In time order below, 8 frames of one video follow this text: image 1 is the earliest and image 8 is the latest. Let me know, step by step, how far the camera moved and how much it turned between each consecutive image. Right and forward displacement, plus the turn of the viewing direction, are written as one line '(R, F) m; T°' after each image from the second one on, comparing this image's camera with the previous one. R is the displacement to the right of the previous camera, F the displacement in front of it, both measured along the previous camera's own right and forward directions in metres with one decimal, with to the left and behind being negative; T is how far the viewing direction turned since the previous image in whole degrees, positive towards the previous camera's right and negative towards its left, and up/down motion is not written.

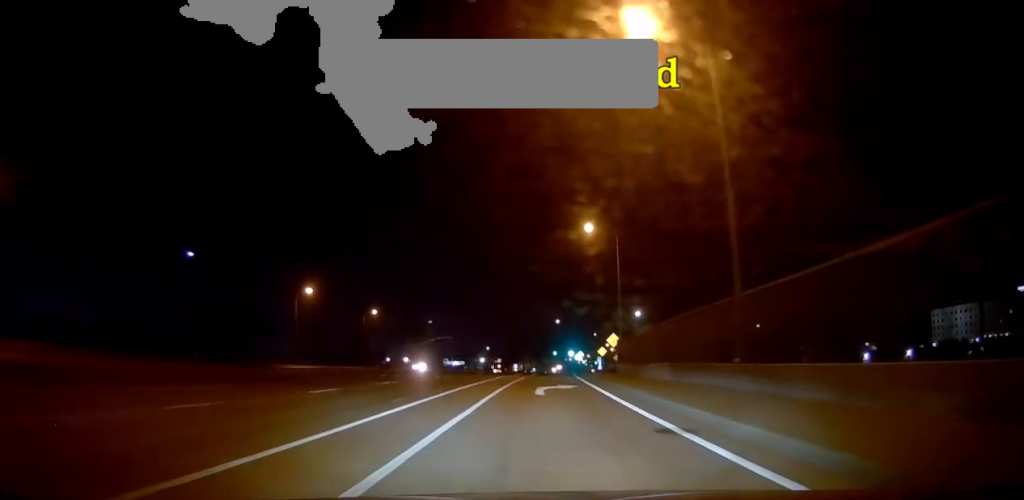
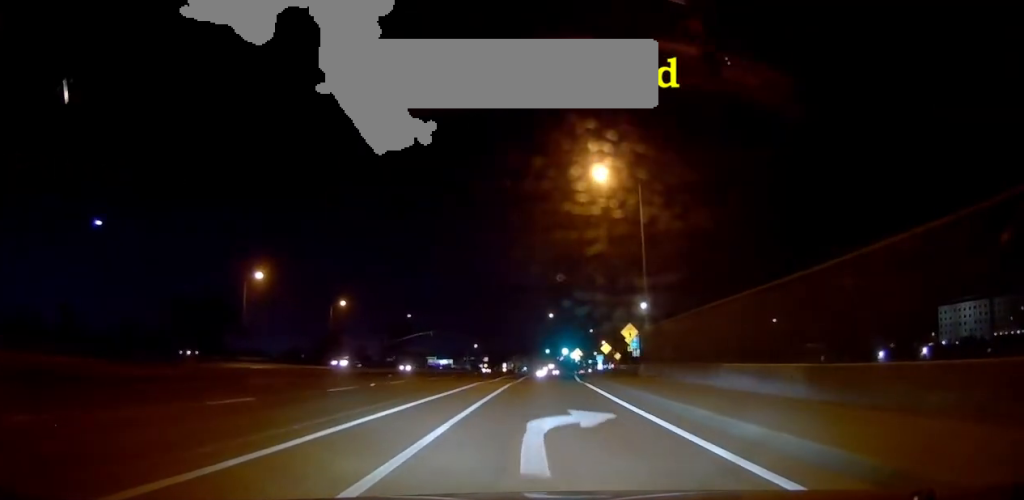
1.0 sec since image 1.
(+0.1, +13.2) m; +1°
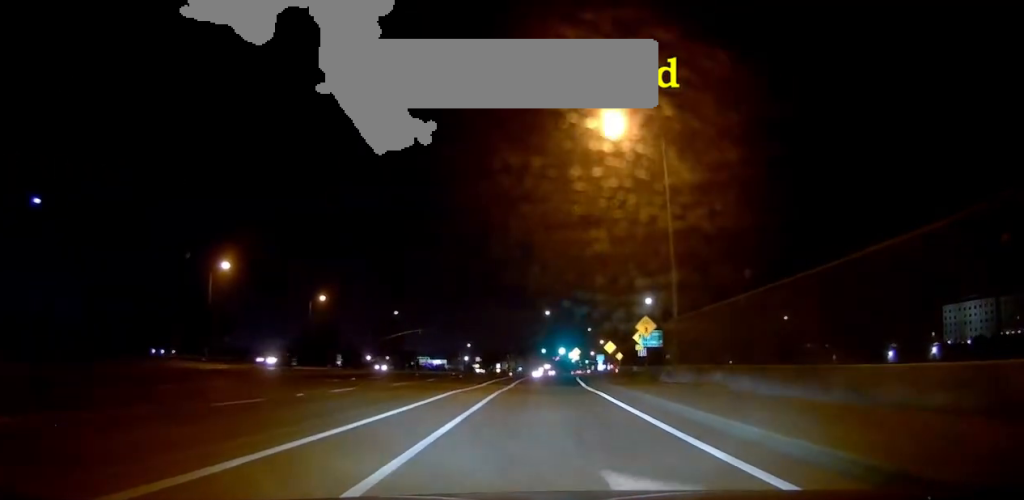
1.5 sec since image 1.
(+0.3, +7.2) m; 0°
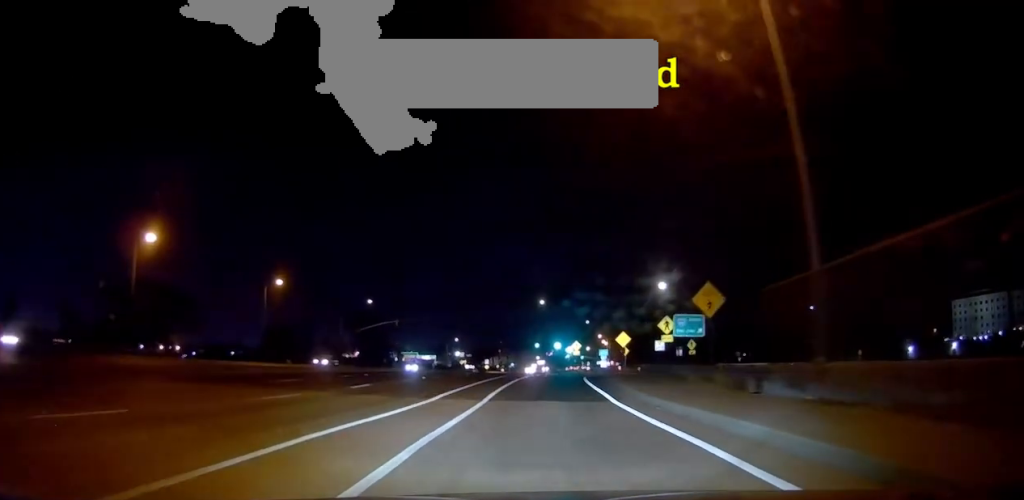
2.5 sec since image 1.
(-0.3, +13.0) m; -2°
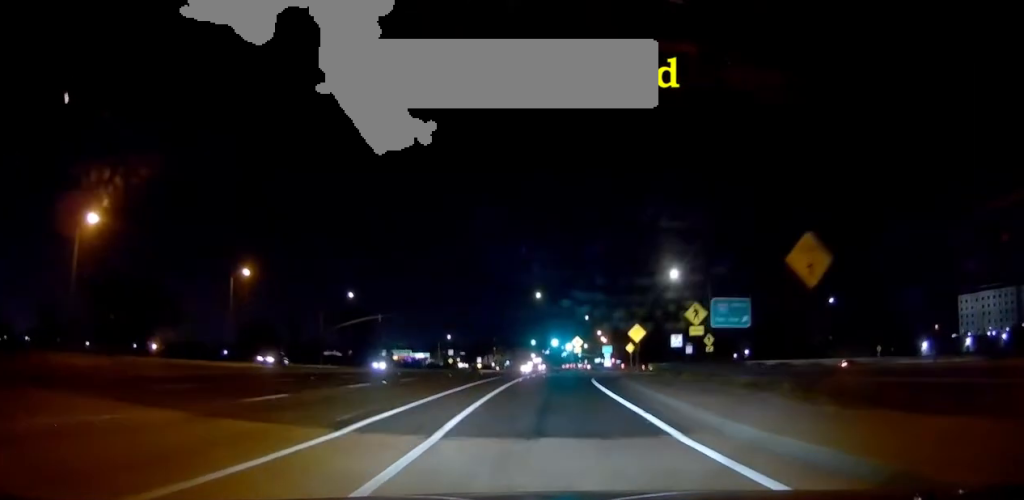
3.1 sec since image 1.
(-0.1, +8.0) m; 0°
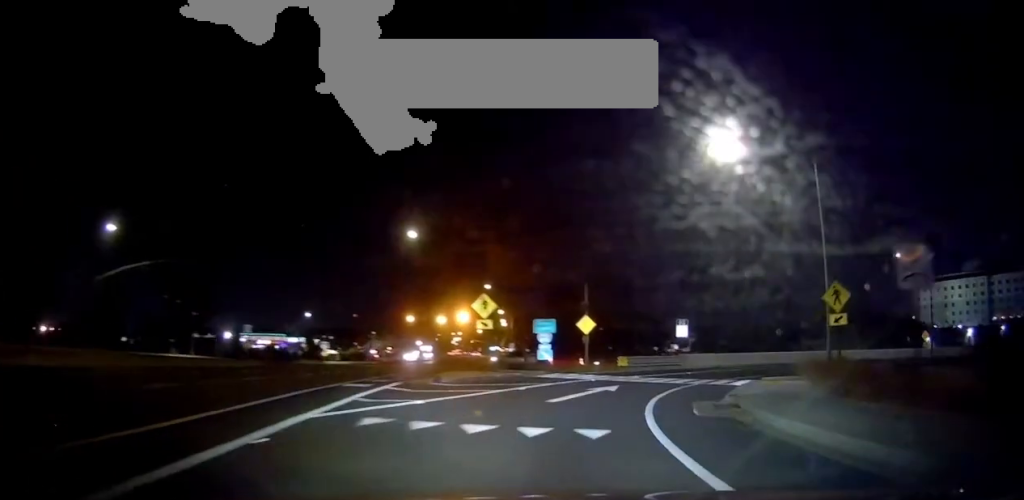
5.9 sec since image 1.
(+2.8, +36.8) m; +7°
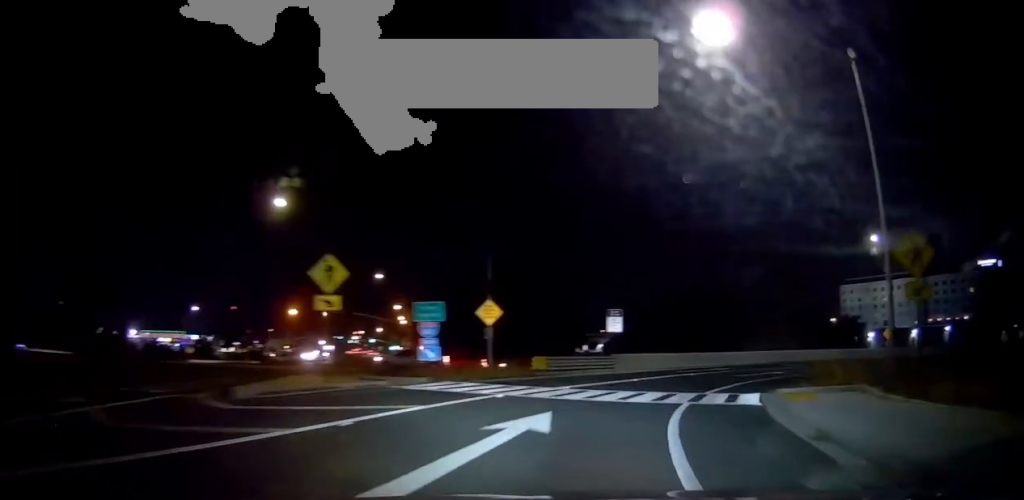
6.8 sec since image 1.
(-0.2, +10.6) m; +4°
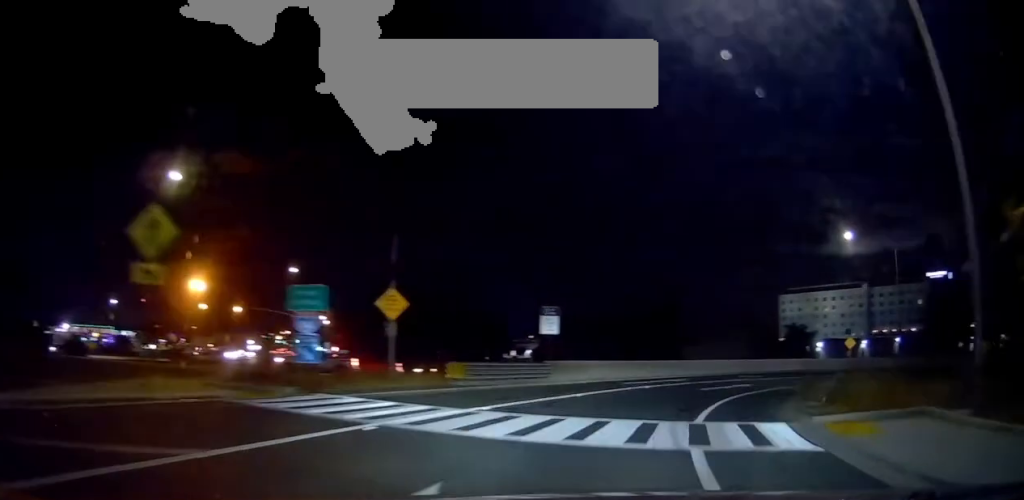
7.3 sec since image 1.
(+0.4, +6.6) m; +6°
